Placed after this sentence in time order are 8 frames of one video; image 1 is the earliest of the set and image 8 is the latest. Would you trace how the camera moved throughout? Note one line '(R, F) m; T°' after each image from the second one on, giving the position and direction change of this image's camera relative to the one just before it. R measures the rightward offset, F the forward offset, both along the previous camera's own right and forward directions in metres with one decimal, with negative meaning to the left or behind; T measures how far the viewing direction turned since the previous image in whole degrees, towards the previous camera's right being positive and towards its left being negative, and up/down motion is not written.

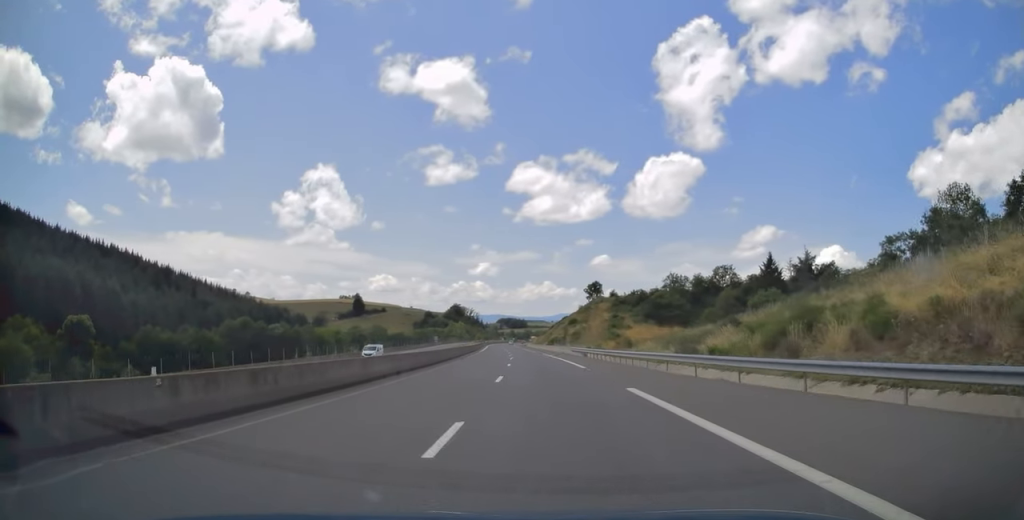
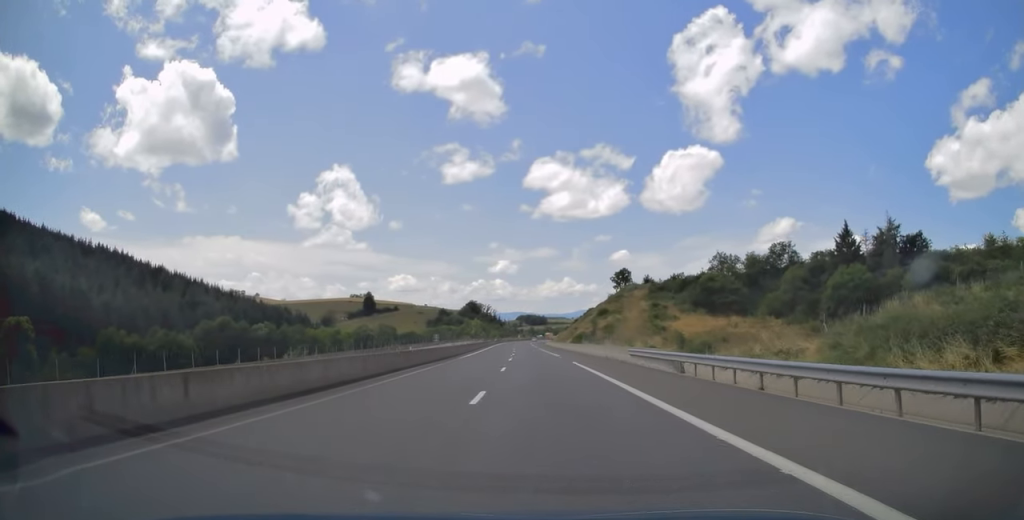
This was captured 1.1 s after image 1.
(-1.0, +33.4) m; -2°
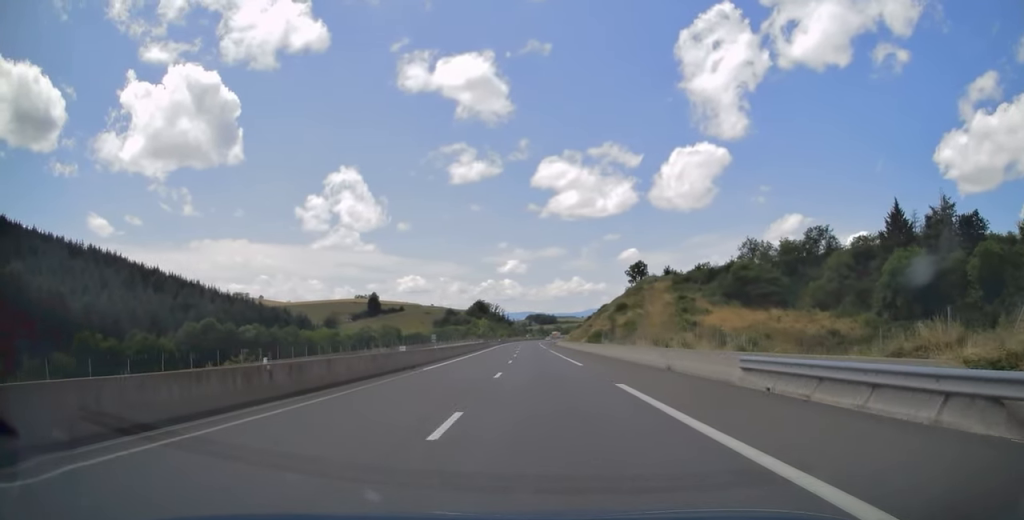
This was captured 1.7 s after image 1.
(0.0, +17.5) m; 0°
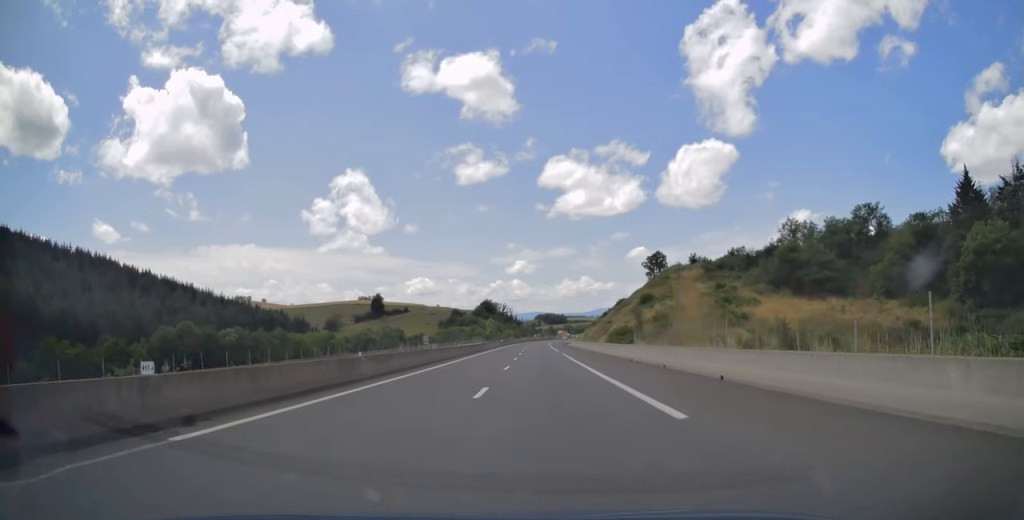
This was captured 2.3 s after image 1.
(-0.1, +20.1) m; -1°
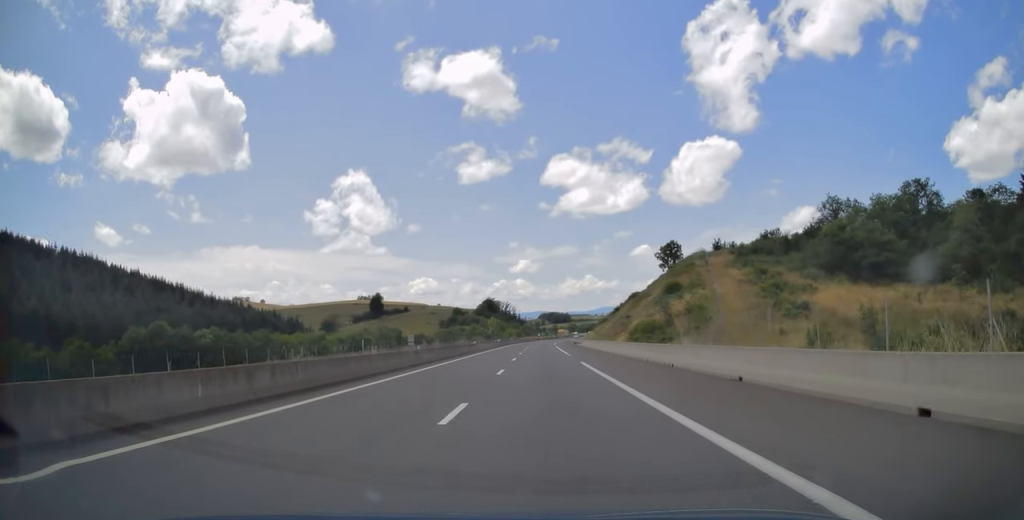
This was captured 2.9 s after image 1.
(0.0, +17.5) m; -1°
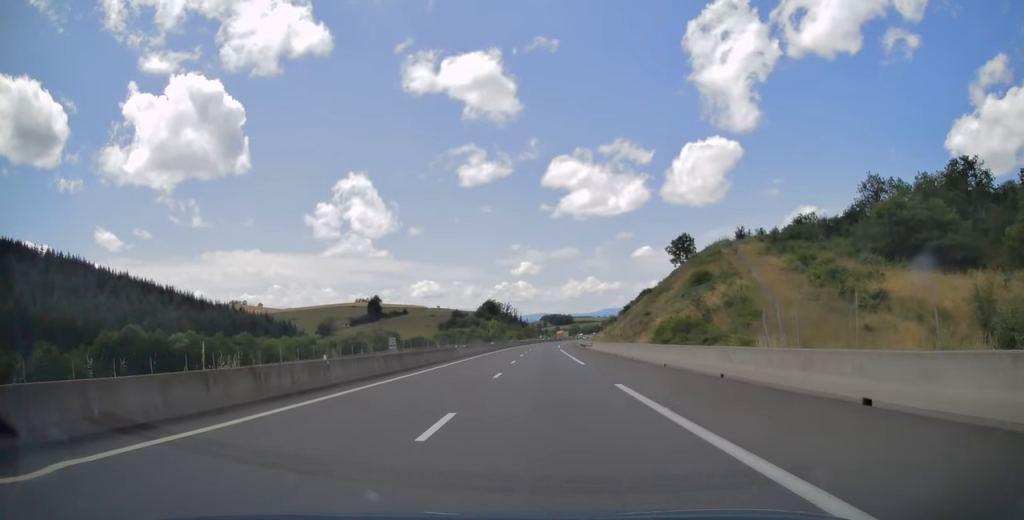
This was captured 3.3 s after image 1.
(-0.2, +14.4) m; 0°
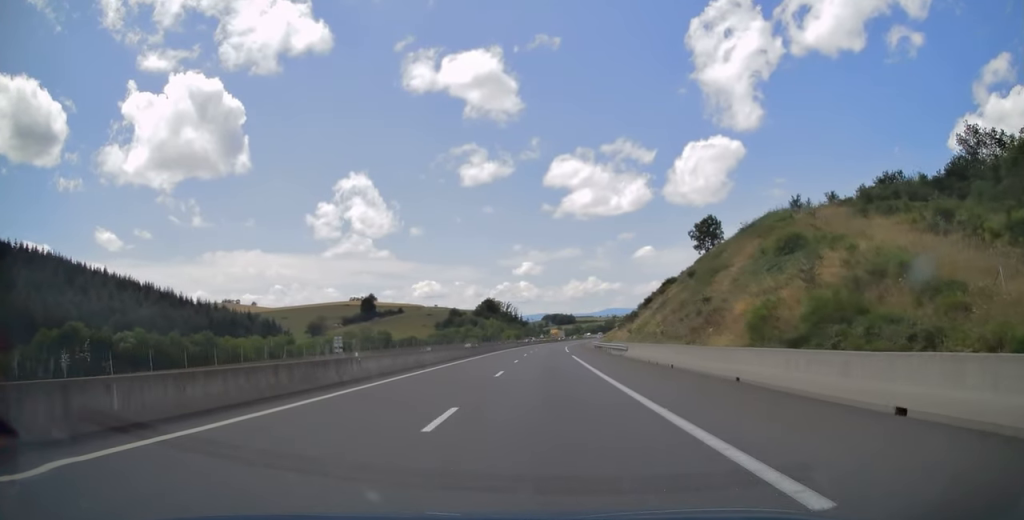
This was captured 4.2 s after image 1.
(-0.2, +25.2) m; -1°
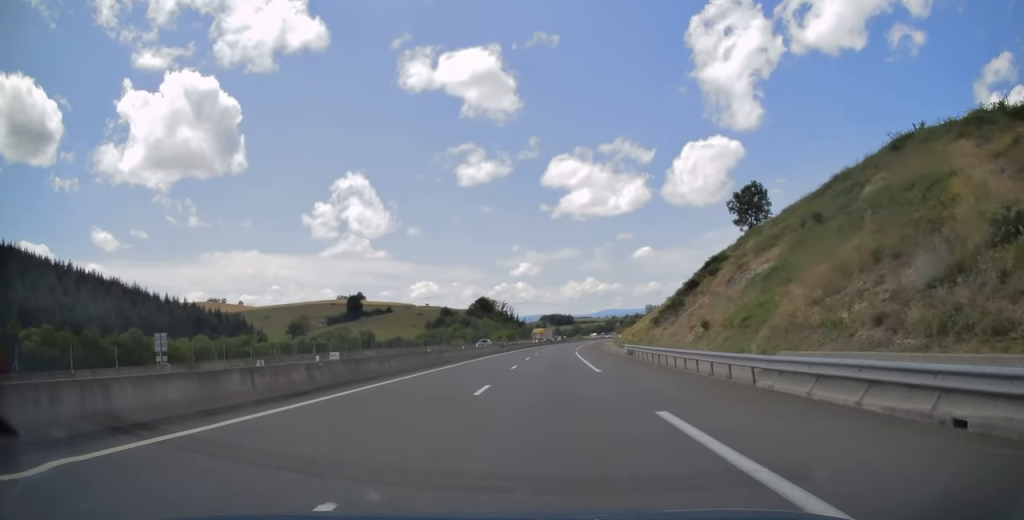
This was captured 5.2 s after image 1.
(0.0, +32.9) m; 0°
